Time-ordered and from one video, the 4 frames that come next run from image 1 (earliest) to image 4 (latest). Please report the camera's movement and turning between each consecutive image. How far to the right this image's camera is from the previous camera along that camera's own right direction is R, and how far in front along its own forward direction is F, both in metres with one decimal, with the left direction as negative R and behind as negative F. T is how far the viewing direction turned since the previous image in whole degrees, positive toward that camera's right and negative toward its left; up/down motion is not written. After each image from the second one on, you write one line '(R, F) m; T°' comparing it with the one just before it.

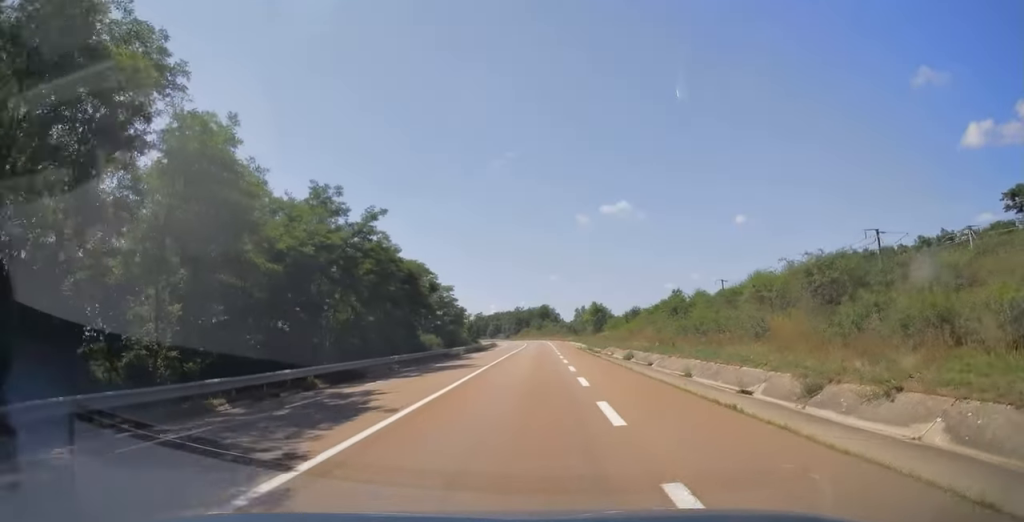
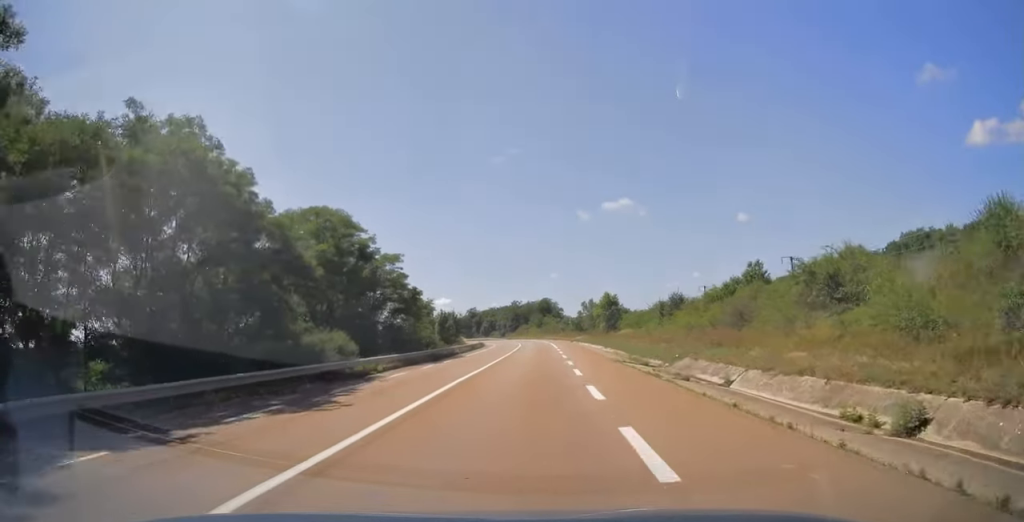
(-0.1, +29.3) m; 0°
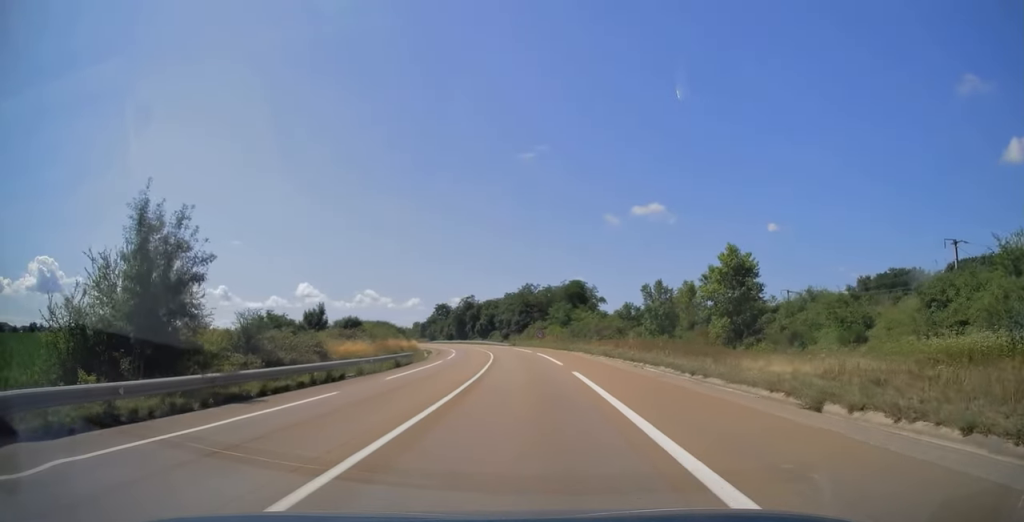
(-0.7, +75.8) m; -2°
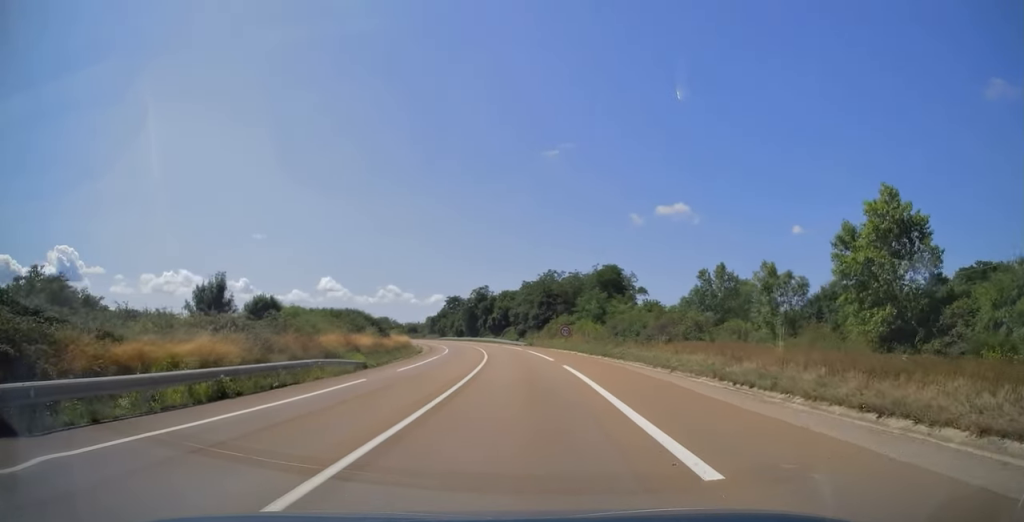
(-0.3, +23.2) m; -2°
